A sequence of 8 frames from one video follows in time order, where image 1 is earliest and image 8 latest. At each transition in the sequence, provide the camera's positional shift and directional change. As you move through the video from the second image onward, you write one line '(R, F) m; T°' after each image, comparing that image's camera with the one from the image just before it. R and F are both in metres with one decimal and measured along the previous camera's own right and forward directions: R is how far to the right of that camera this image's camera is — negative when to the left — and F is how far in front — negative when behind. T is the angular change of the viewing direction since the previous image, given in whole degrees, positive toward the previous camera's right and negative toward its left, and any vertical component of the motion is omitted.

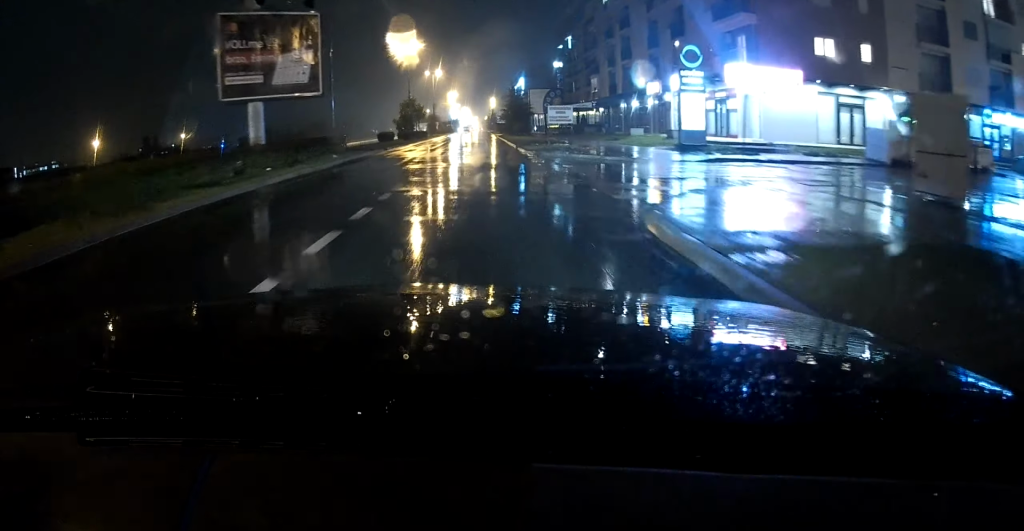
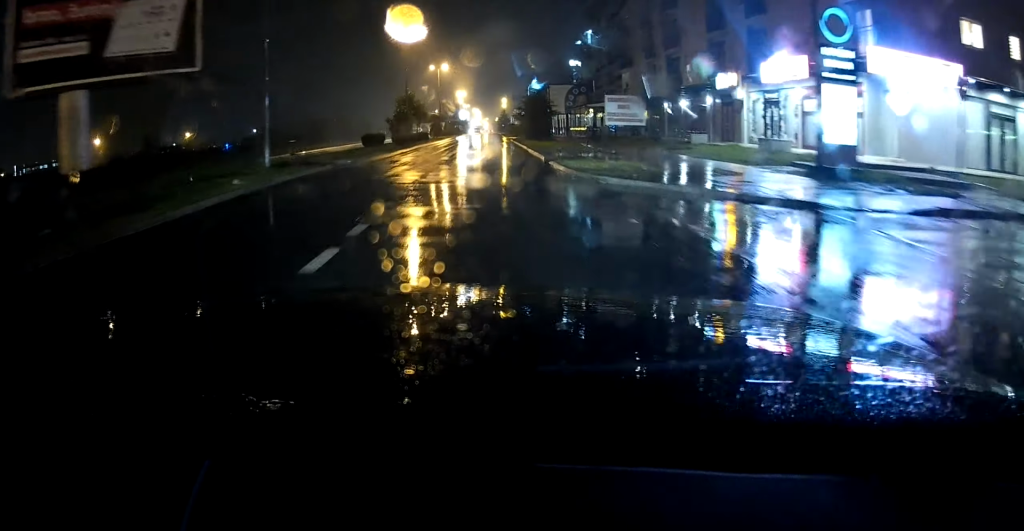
(+0.1, +12.0) m; -1°
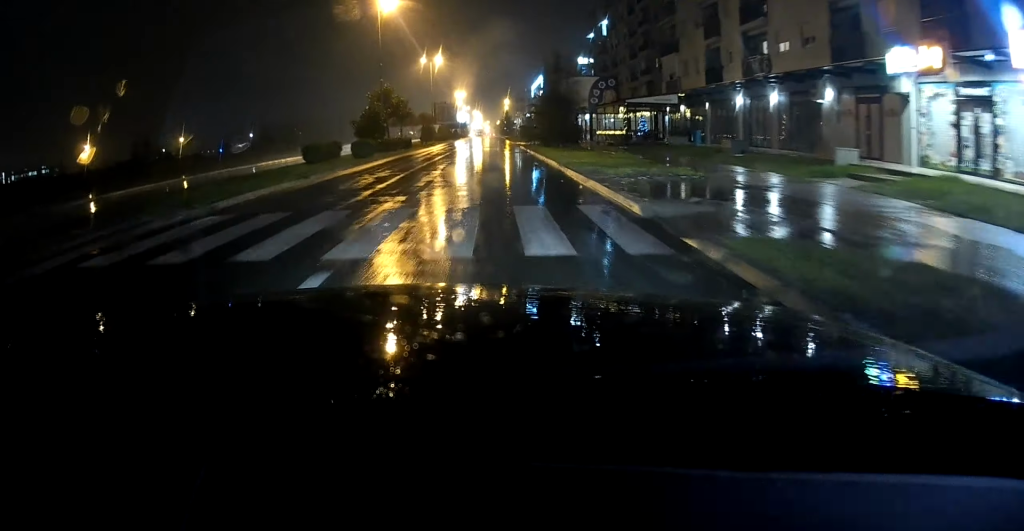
(-0.2, +15.4) m; 0°
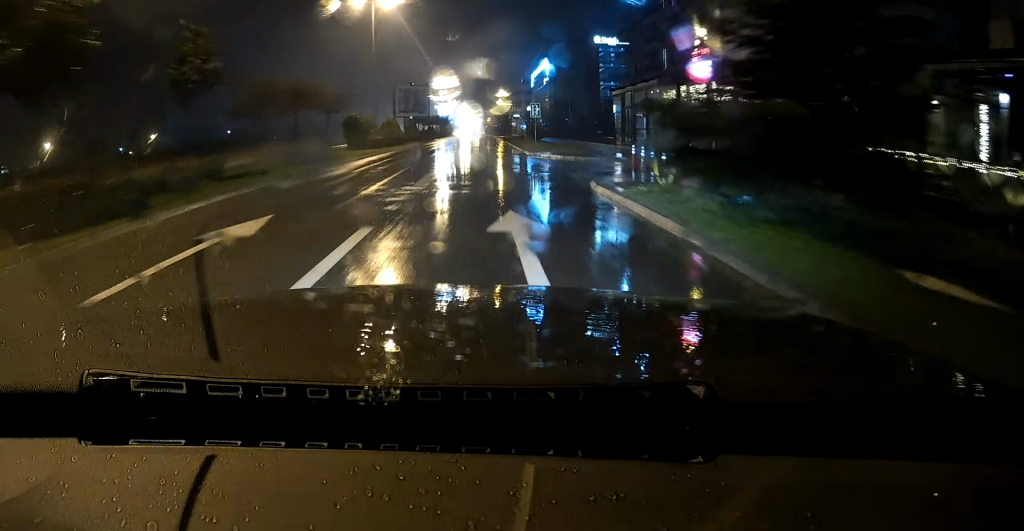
(+0.4, +36.9) m; +1°
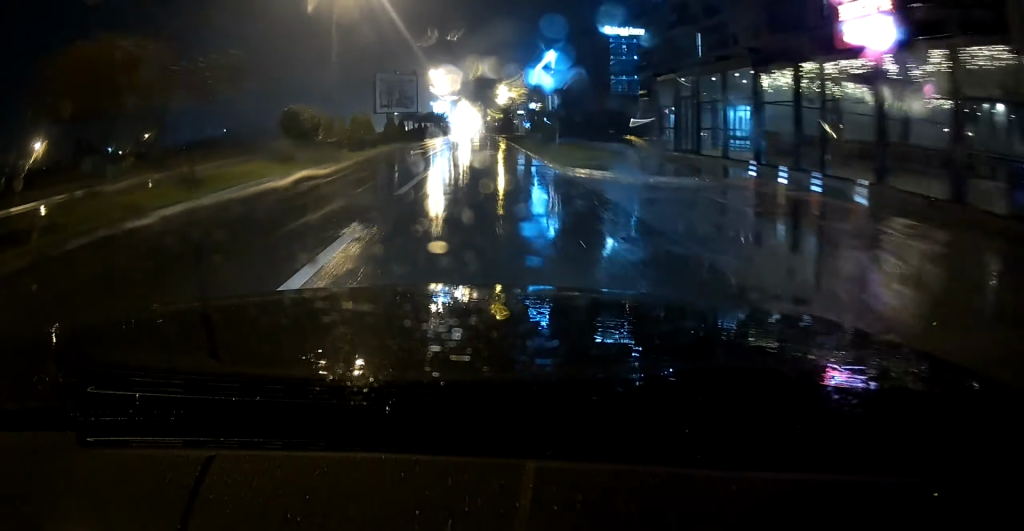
(0.0, +11.3) m; 0°
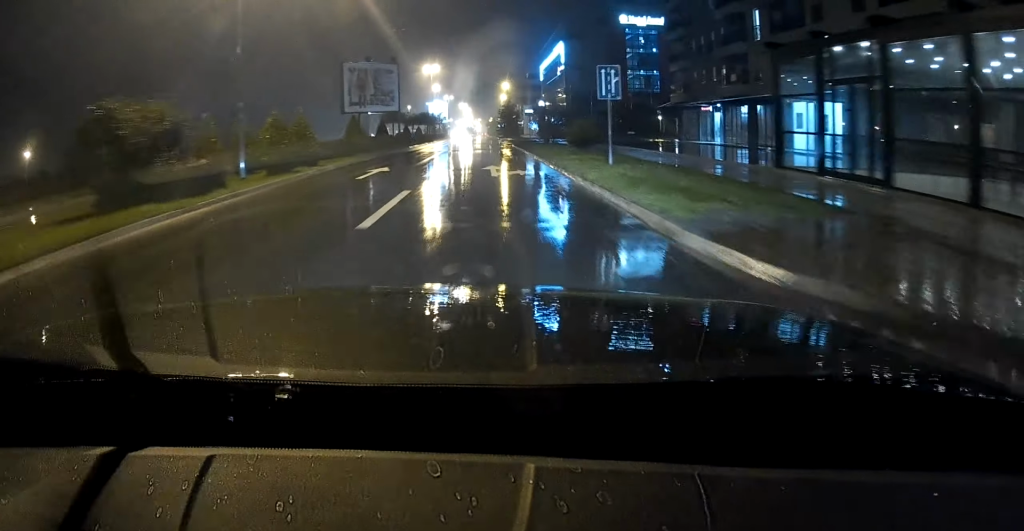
(+0.1, +12.7) m; 0°
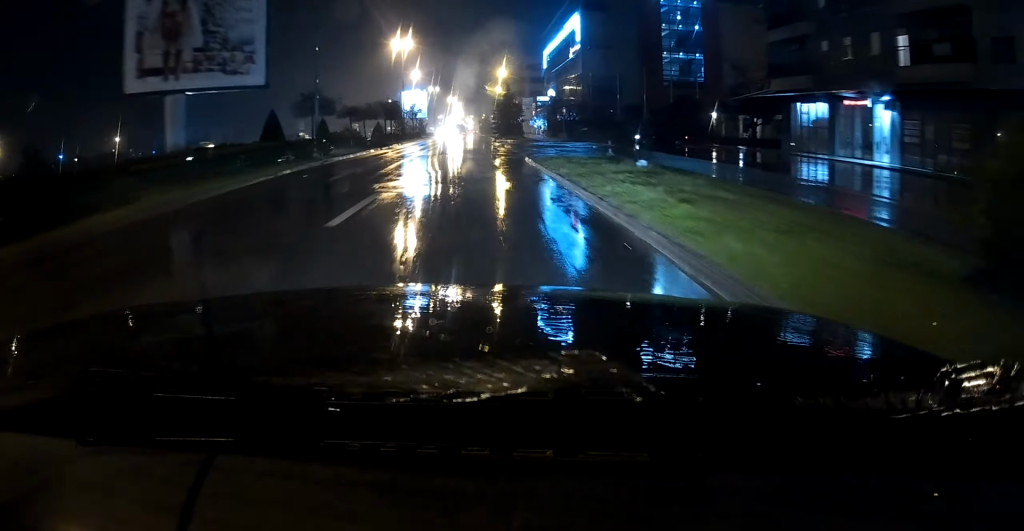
(0.0, +24.5) m; 0°
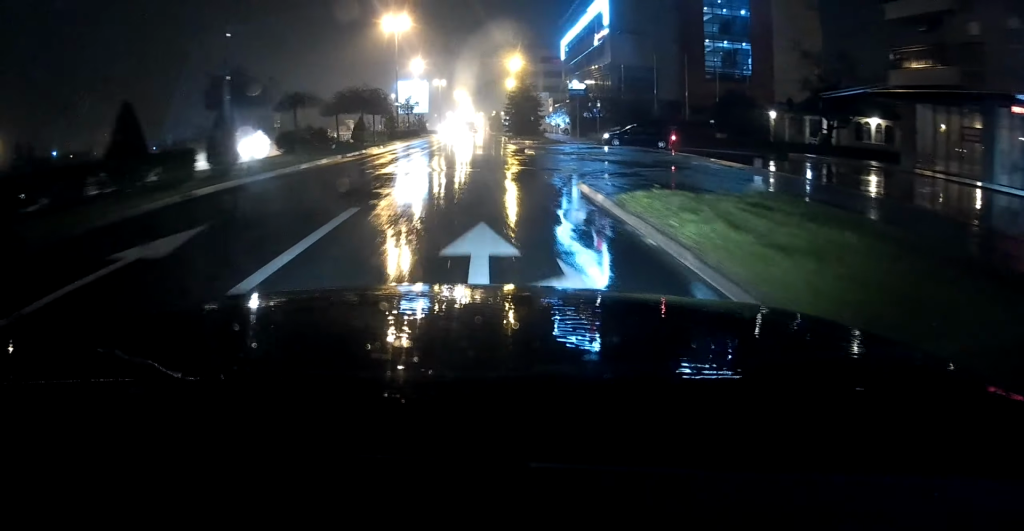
(0.0, +11.8) m; 0°
